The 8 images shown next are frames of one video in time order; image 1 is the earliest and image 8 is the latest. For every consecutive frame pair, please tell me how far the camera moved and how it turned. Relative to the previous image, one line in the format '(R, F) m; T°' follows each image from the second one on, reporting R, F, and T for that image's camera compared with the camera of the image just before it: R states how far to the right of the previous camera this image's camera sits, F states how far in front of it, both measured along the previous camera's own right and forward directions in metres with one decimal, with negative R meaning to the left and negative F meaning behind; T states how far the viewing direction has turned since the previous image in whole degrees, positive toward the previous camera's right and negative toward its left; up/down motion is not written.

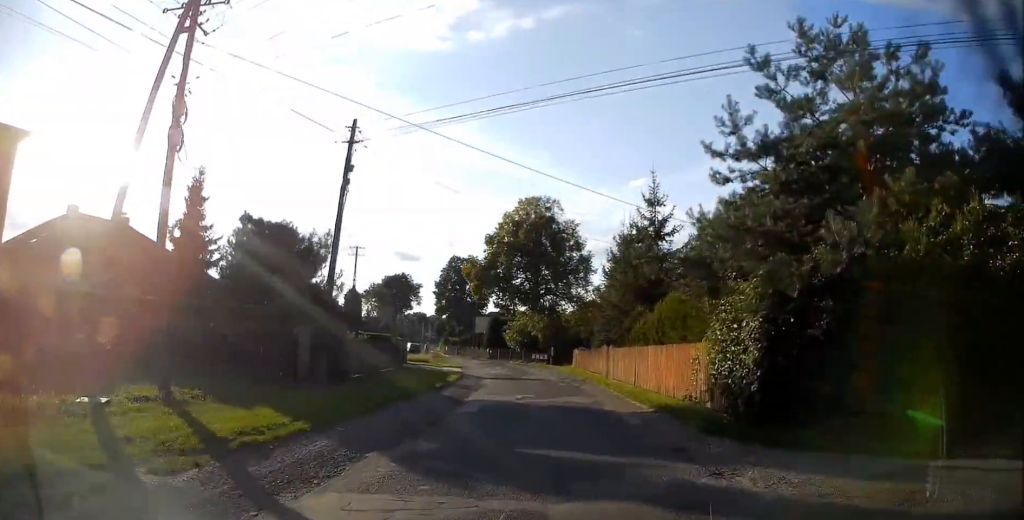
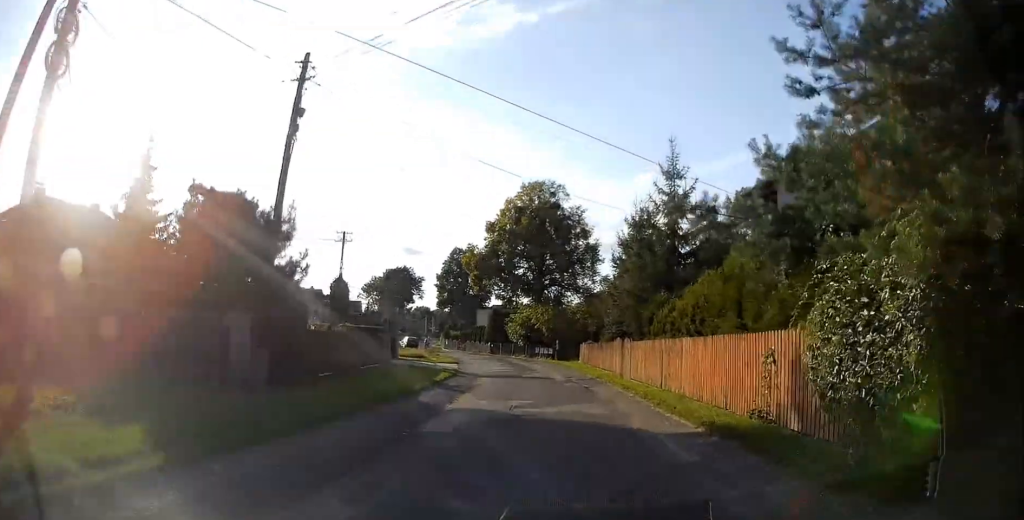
(0.0, +3.7) m; 0°
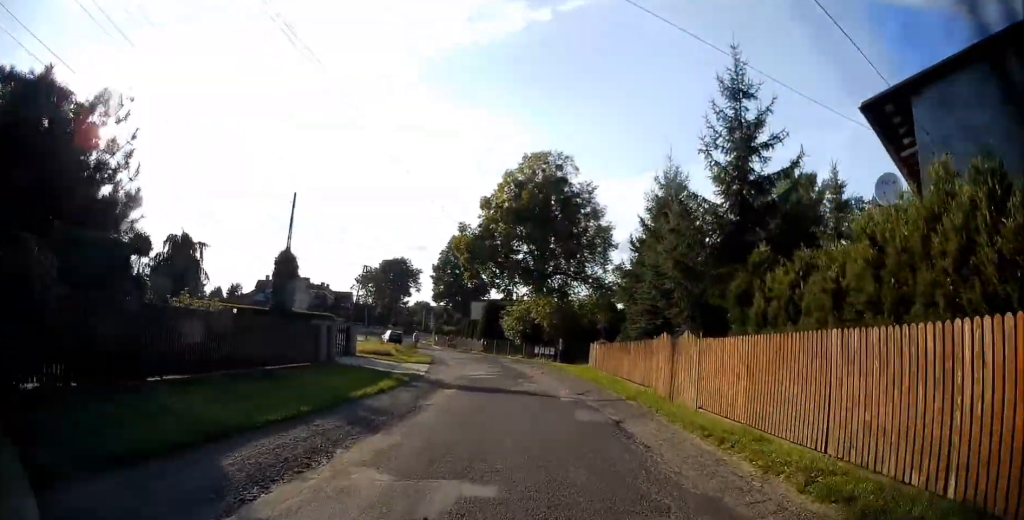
(-0.1, +8.3) m; 0°
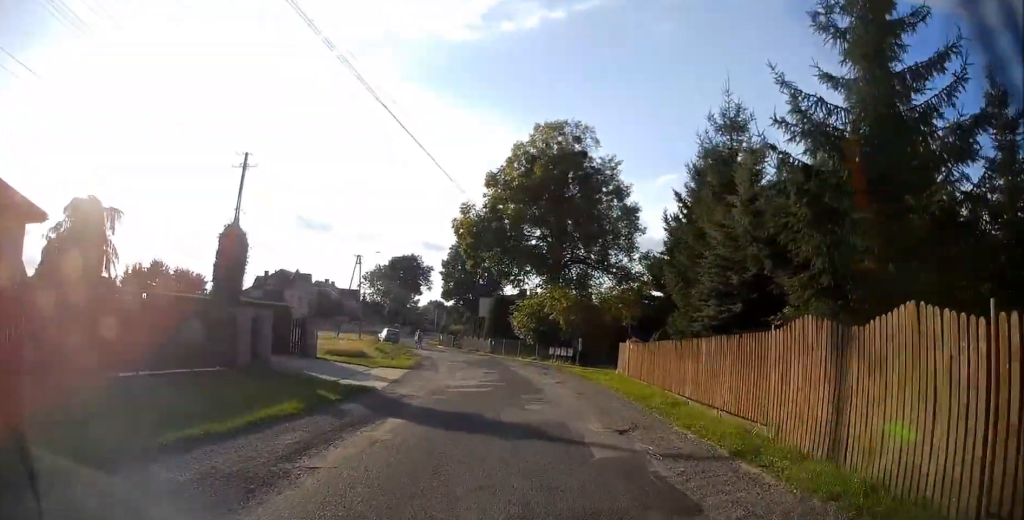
(0.0, +7.2) m; -1°
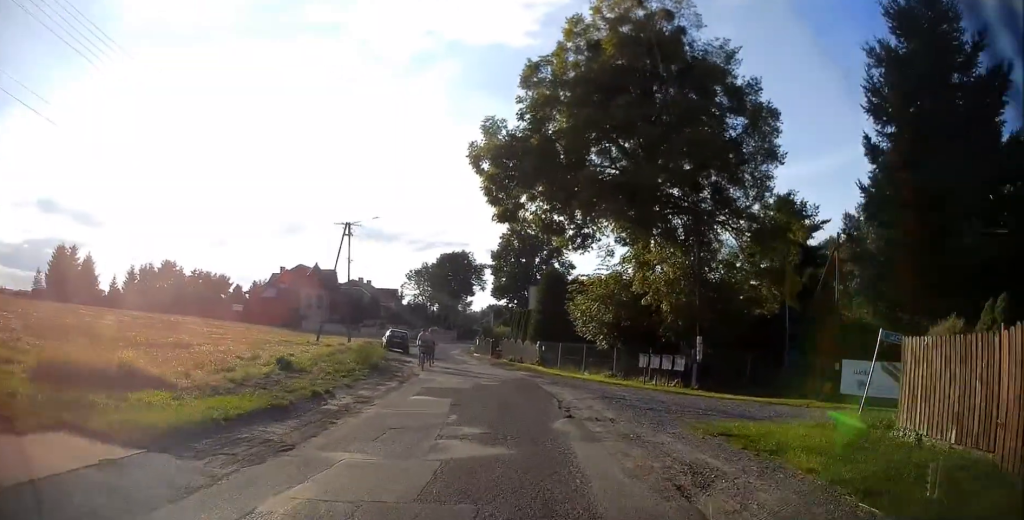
(-1.6, +22.6) m; -9°
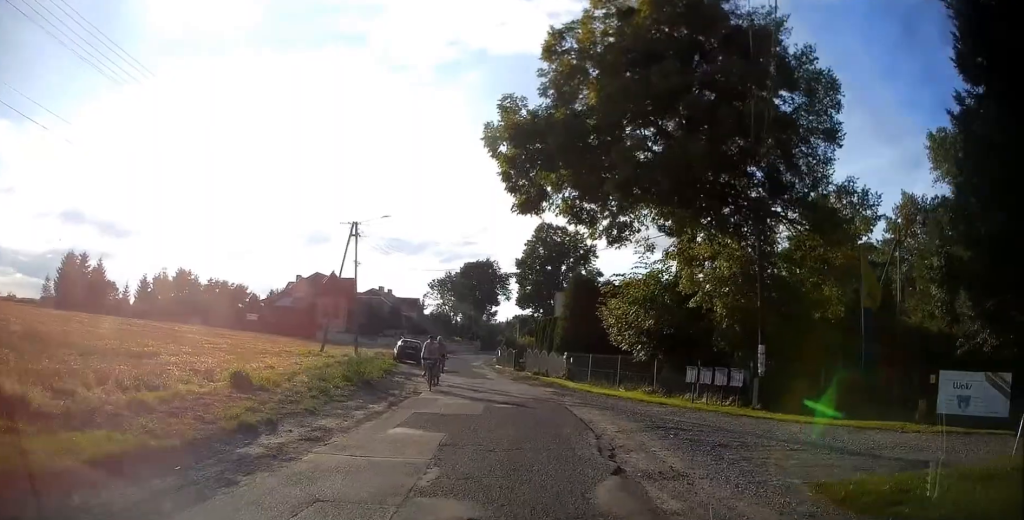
(-0.1, +4.6) m; -3°
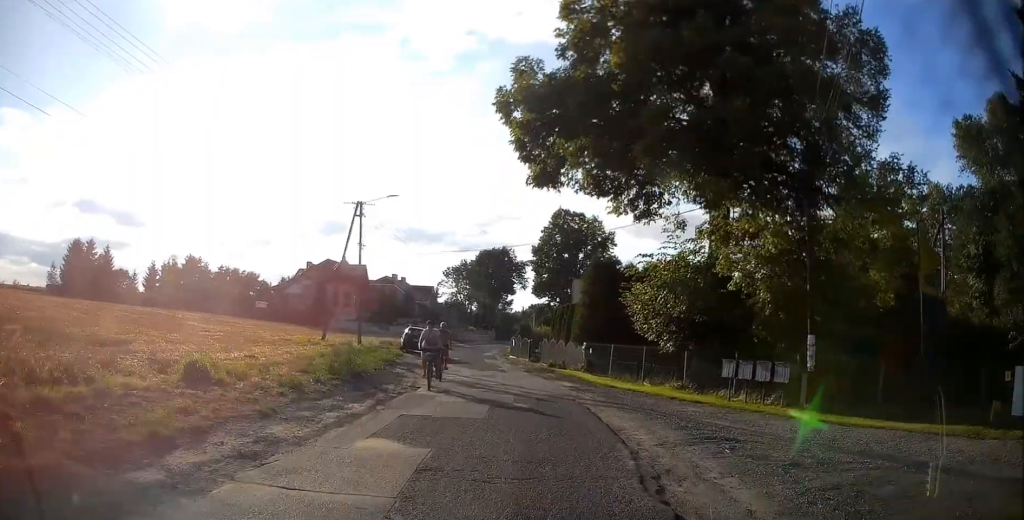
(-0.1, +2.7) m; -1°
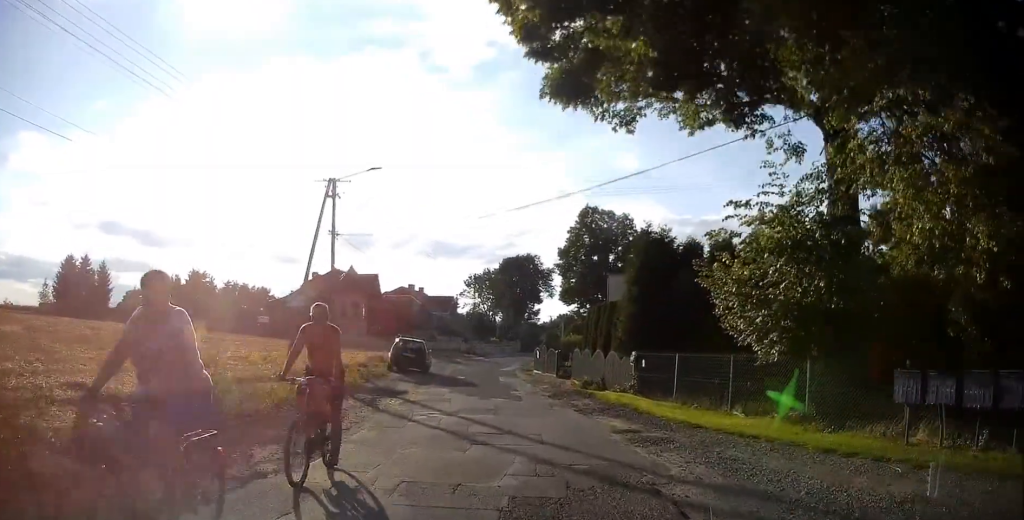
(-0.2, +8.8) m; -4°
